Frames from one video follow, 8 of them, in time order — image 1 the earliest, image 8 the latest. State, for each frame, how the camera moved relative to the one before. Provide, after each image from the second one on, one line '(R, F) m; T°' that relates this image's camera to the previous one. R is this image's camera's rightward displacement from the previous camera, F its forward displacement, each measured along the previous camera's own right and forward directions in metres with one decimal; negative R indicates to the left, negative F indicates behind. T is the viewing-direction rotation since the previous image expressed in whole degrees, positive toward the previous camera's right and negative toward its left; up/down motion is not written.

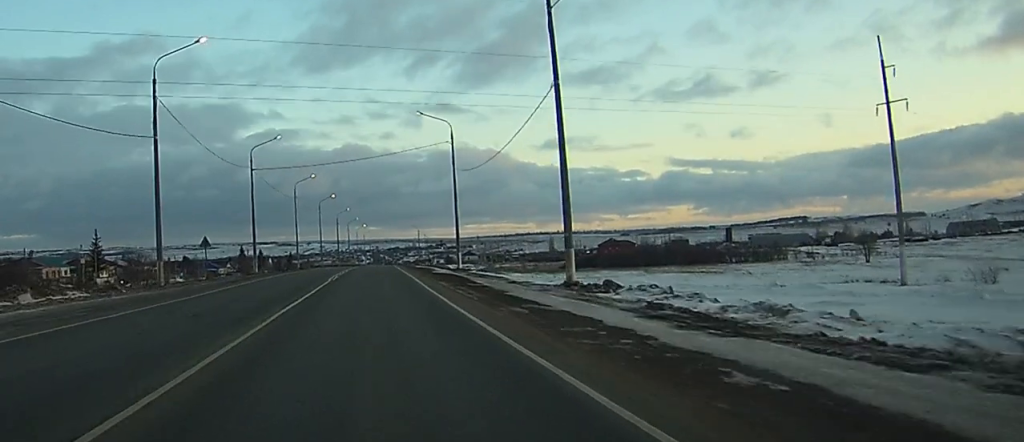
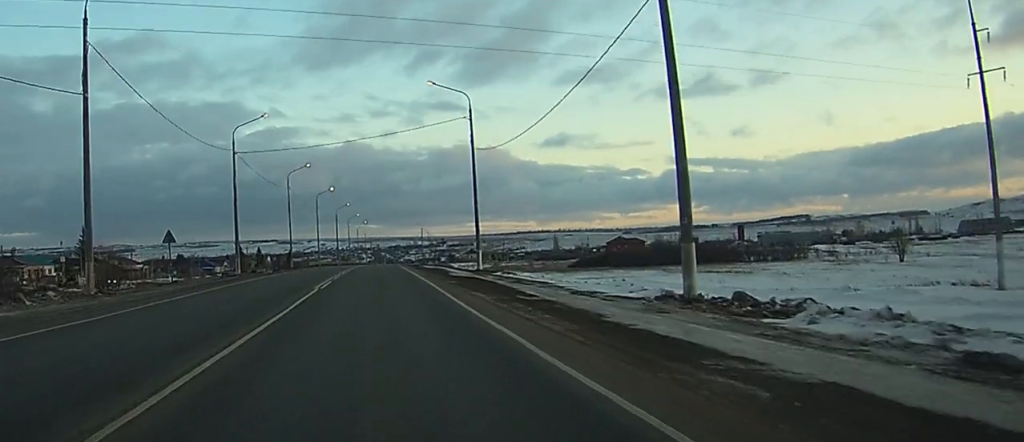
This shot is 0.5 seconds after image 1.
(0.0, +10.9) m; 0°
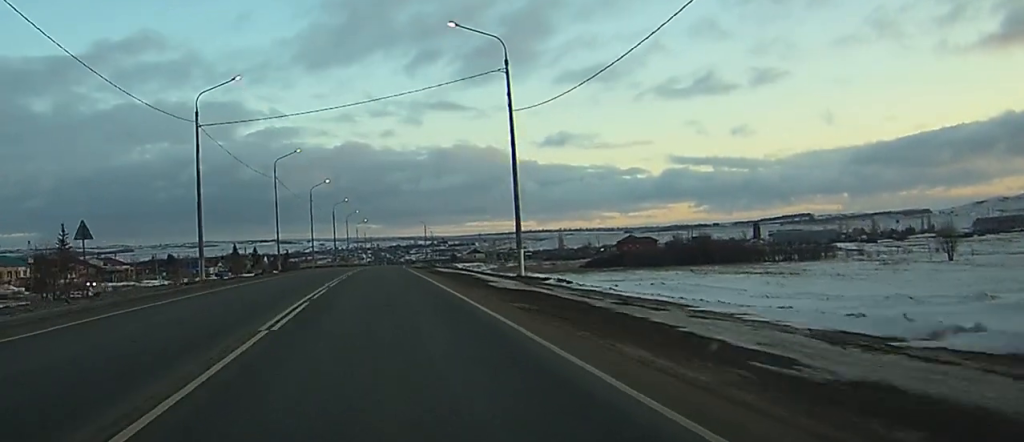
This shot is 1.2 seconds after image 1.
(0.0, +14.4) m; 0°
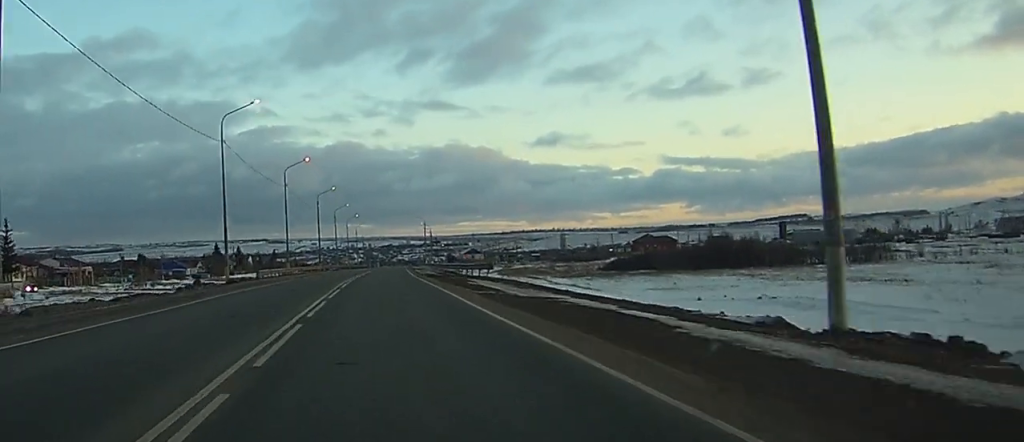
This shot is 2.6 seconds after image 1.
(+0.1, +28.2) m; +1°
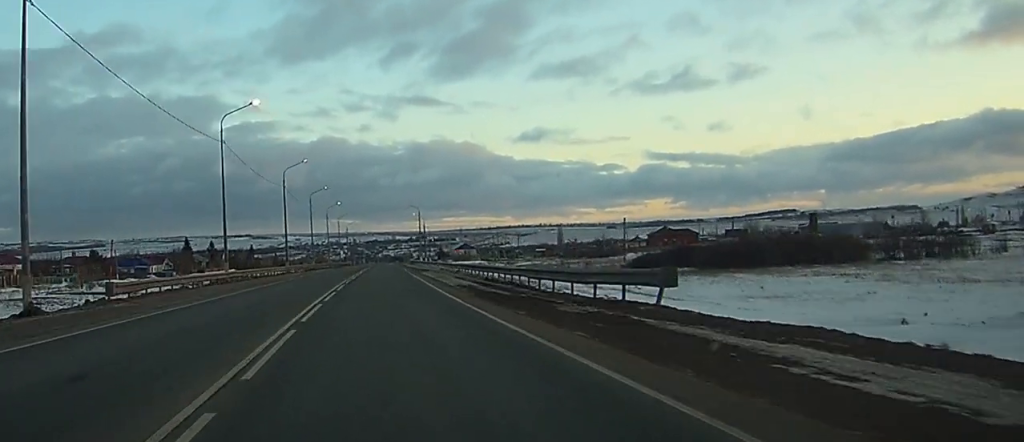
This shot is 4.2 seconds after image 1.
(+0.2, +32.5) m; +1°
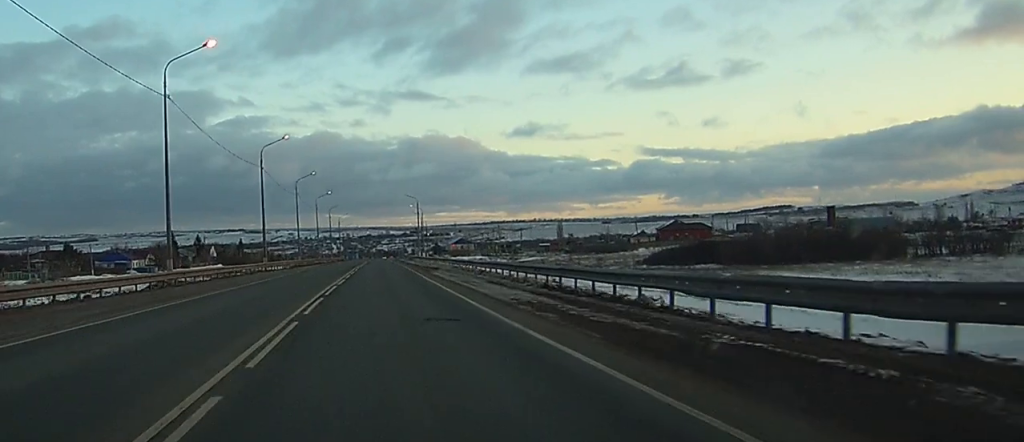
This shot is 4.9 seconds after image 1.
(+0.1, +15.2) m; +1°
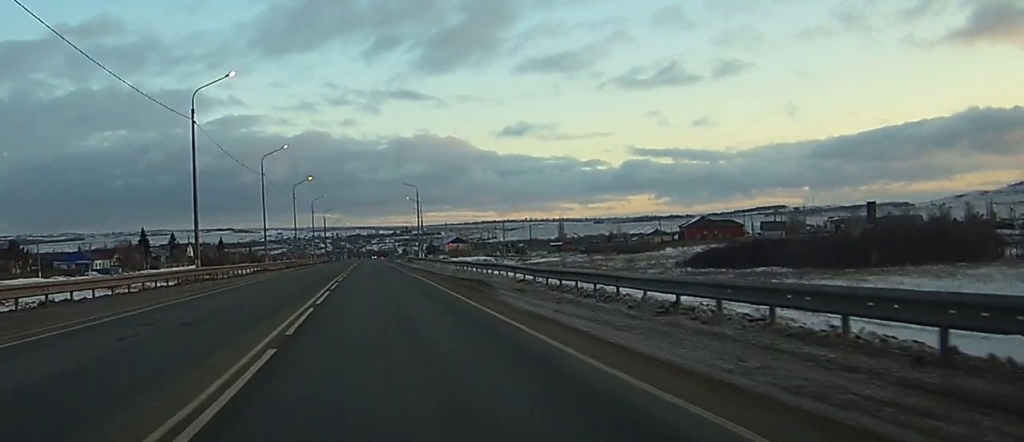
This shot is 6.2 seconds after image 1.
(+0.2, +27.7) m; +1°
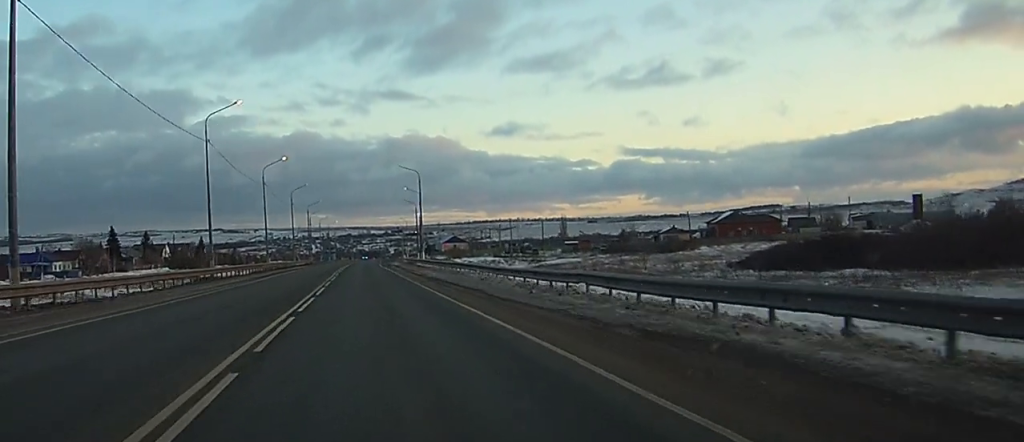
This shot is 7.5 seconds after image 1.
(+0.2, +25.6) m; +1°
